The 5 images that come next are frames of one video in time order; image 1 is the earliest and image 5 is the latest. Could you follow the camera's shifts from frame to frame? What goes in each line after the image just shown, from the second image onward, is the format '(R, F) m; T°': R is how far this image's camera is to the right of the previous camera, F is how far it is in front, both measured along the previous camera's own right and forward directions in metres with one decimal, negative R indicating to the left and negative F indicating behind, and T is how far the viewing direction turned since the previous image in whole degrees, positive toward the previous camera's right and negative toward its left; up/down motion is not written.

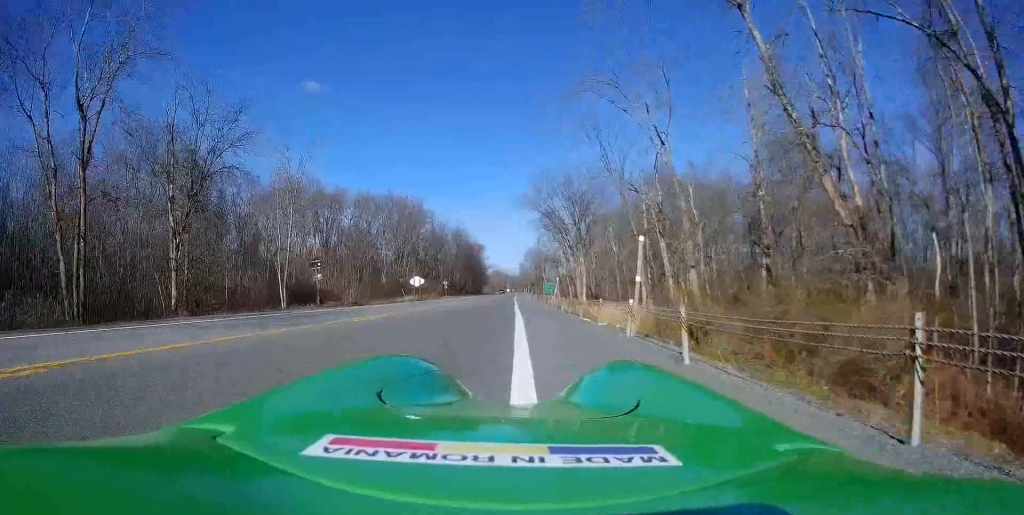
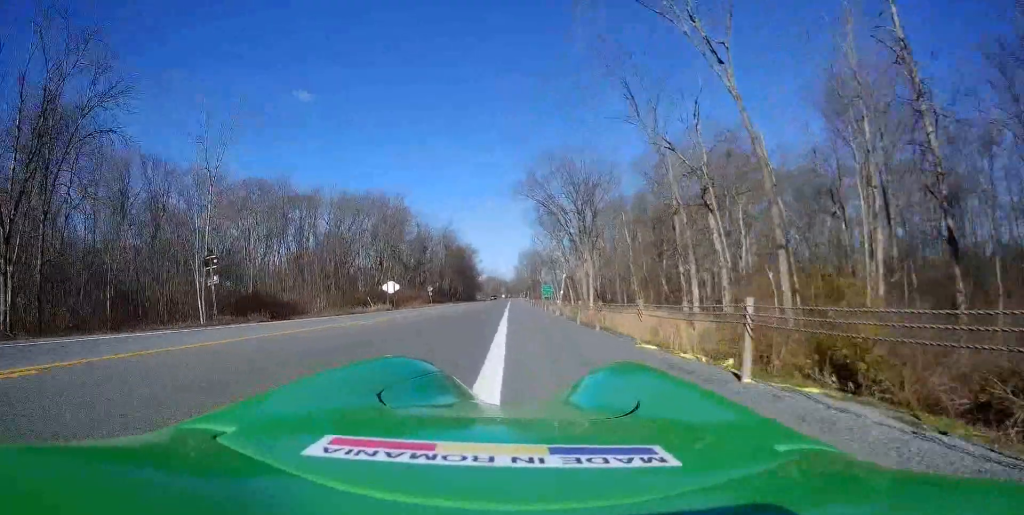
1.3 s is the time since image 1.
(-0.2, +11.9) m; -3°
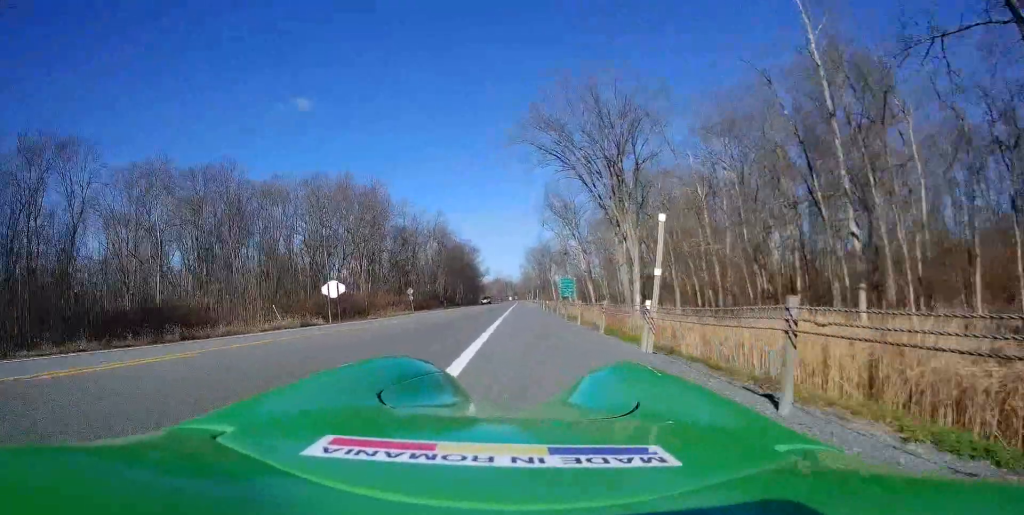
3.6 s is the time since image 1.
(-0.4, +20.7) m; 0°
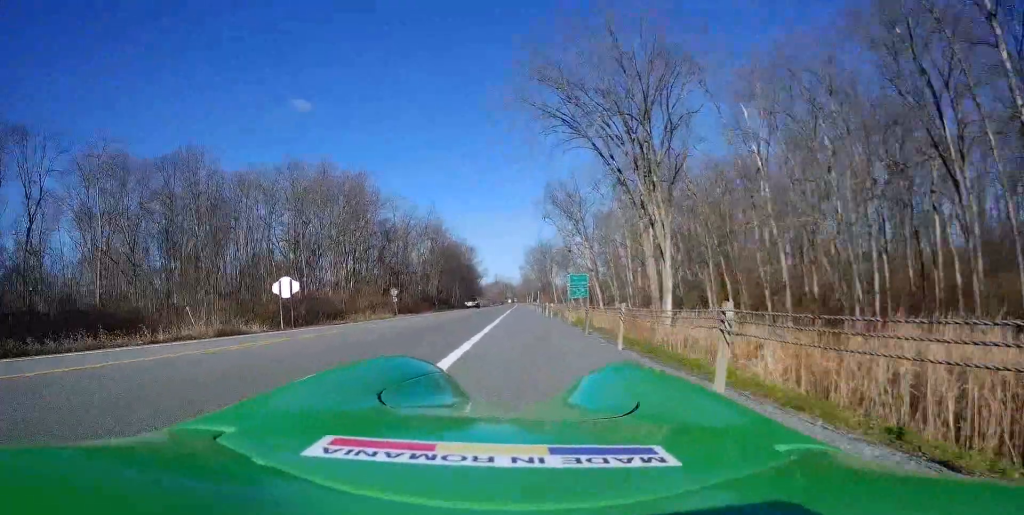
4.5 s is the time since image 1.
(0.0, +8.3) m; 0°
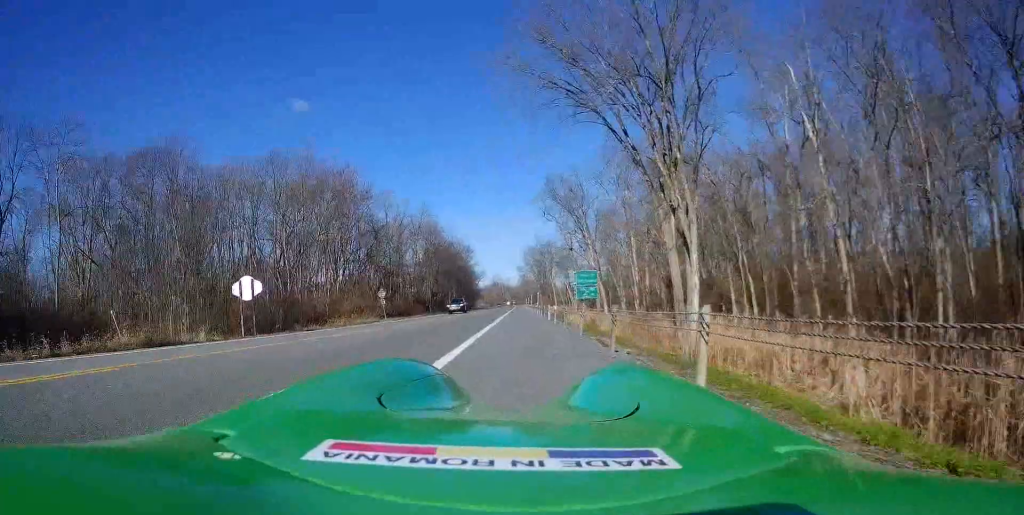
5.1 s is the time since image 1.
(+0.2, +4.9) m; -1°
